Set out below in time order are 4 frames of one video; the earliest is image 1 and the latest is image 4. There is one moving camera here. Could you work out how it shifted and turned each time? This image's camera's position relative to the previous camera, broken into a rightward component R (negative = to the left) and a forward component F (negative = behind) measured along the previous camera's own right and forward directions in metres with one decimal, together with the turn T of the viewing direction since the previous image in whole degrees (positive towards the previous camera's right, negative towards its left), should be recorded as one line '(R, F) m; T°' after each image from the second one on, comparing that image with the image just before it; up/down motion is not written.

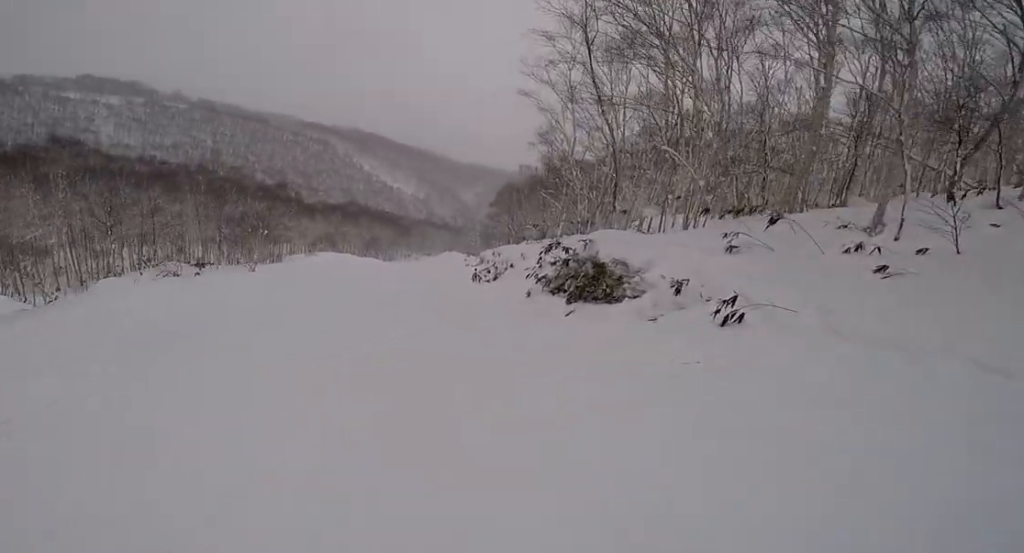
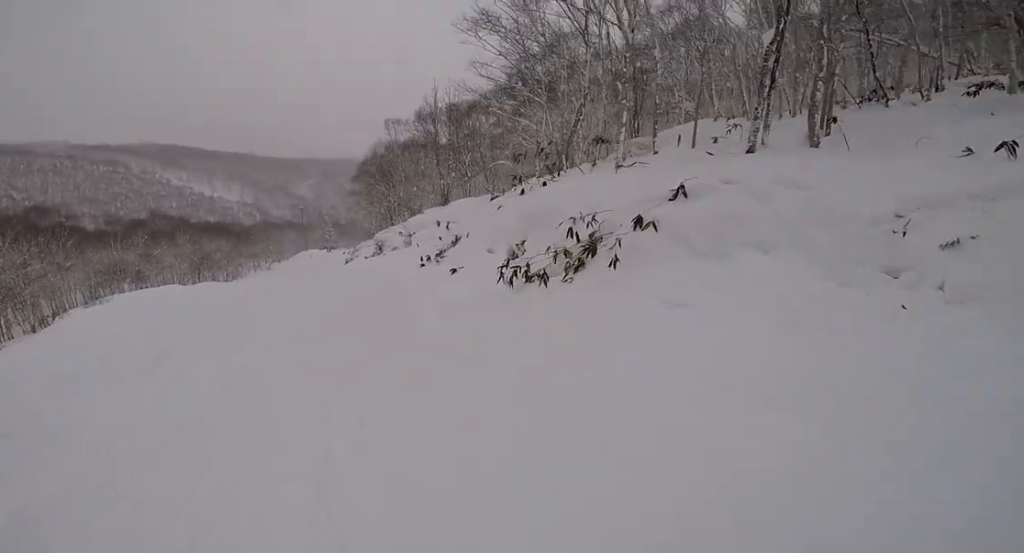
(+1.1, +13.0) m; +13°
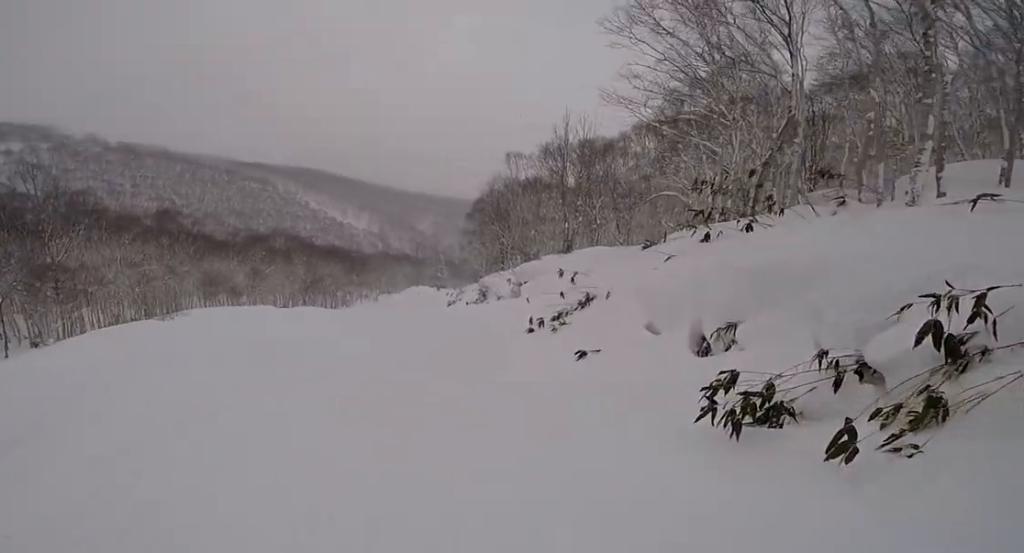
(+0.6, +4.0) m; -17°
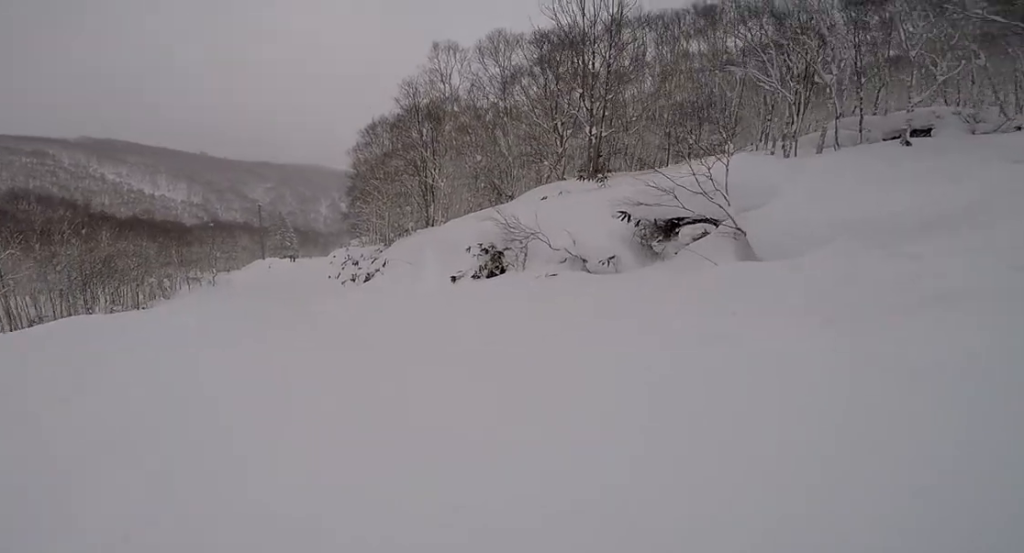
(+1.5, +16.6) m; +7°
